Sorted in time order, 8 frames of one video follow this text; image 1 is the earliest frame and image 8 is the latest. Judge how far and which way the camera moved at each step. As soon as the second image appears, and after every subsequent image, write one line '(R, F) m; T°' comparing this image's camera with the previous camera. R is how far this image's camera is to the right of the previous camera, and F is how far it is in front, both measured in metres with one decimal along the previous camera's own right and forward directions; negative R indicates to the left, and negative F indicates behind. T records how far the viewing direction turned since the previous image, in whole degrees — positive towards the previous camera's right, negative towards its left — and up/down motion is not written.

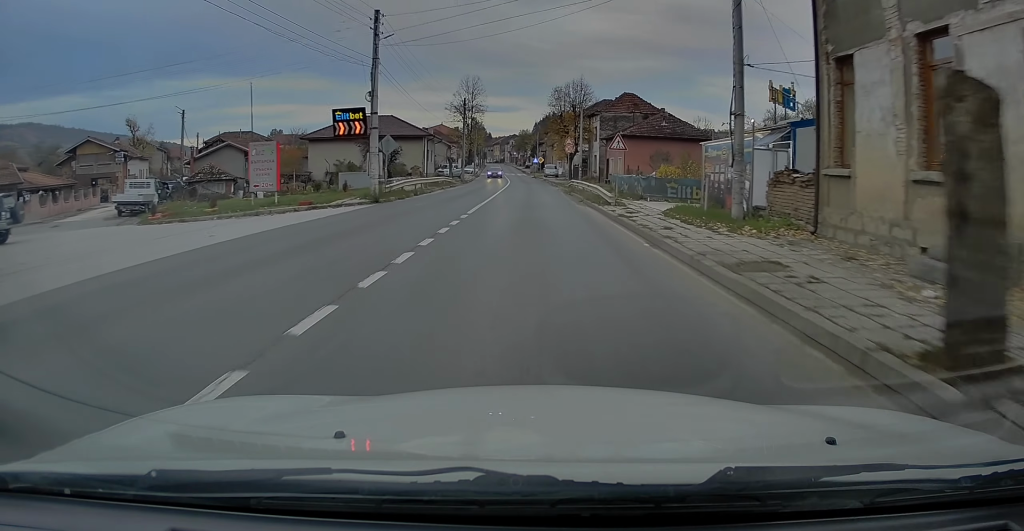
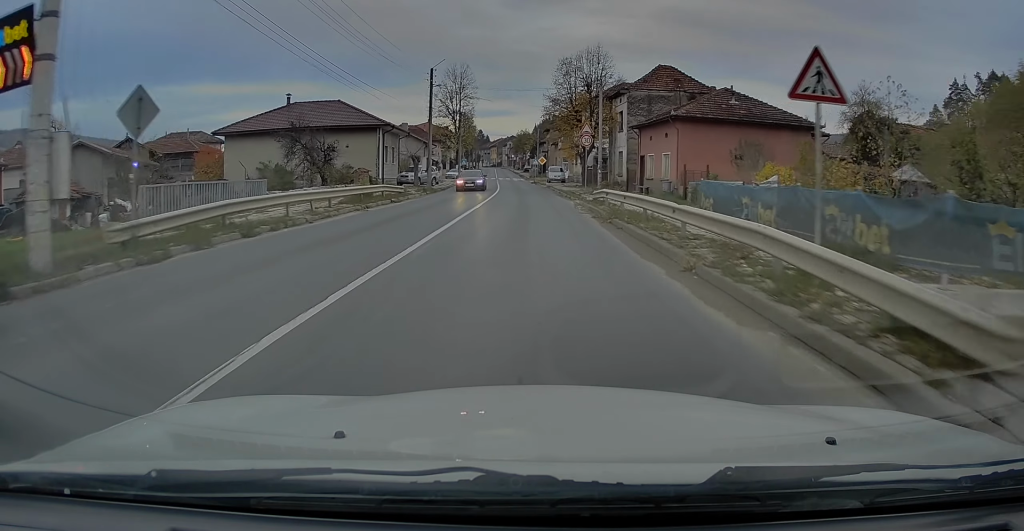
(+0.3, +21.2) m; 0°
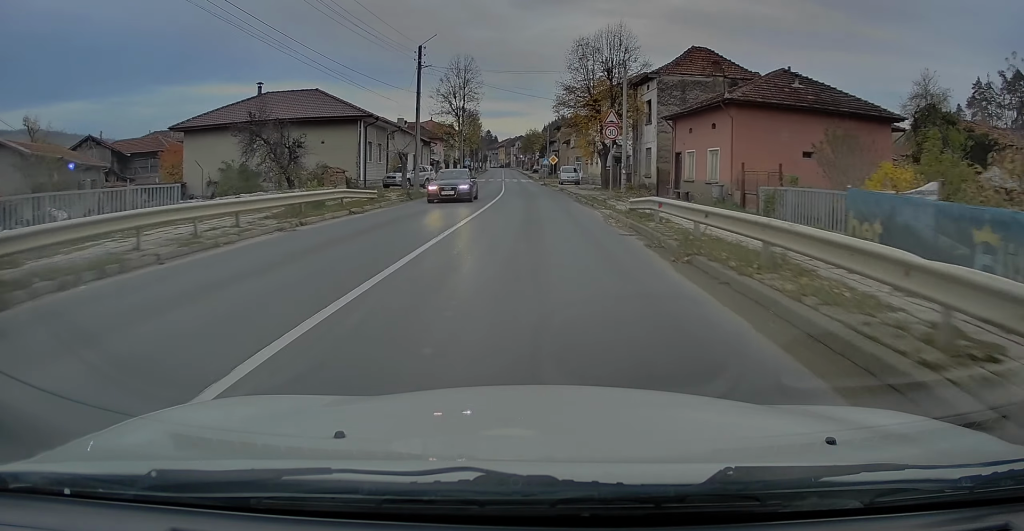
(-0.1, +8.4) m; 0°
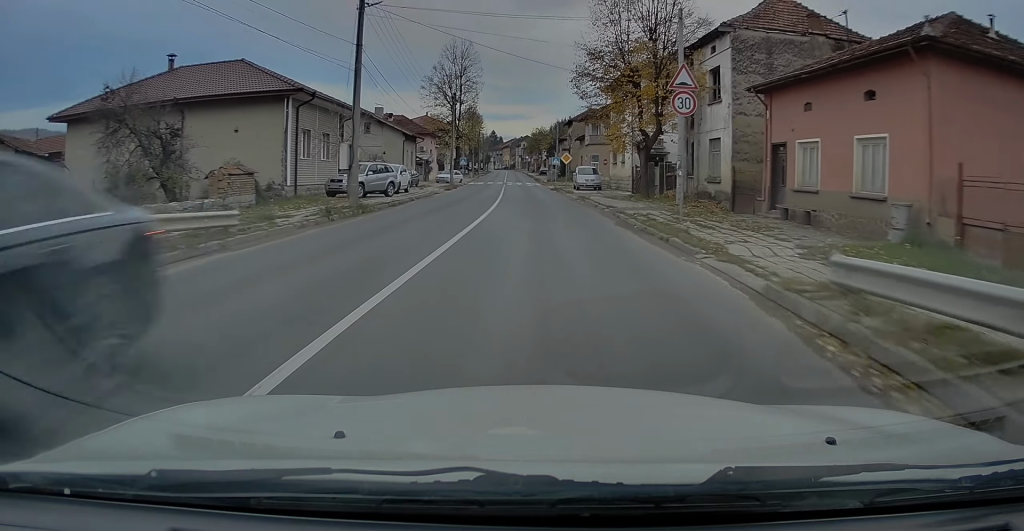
(+0.2, +14.0) m; 0°
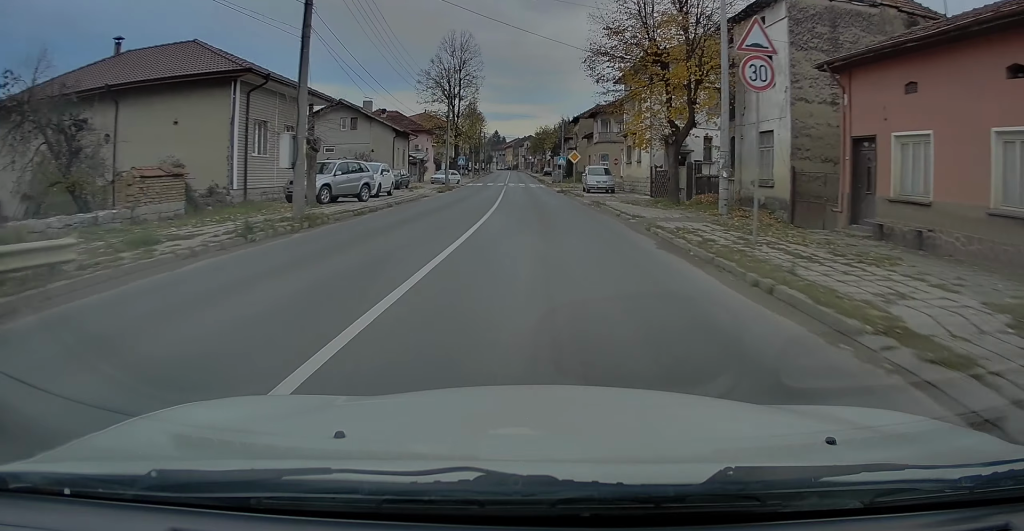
(-0.1, +5.7) m; -1°
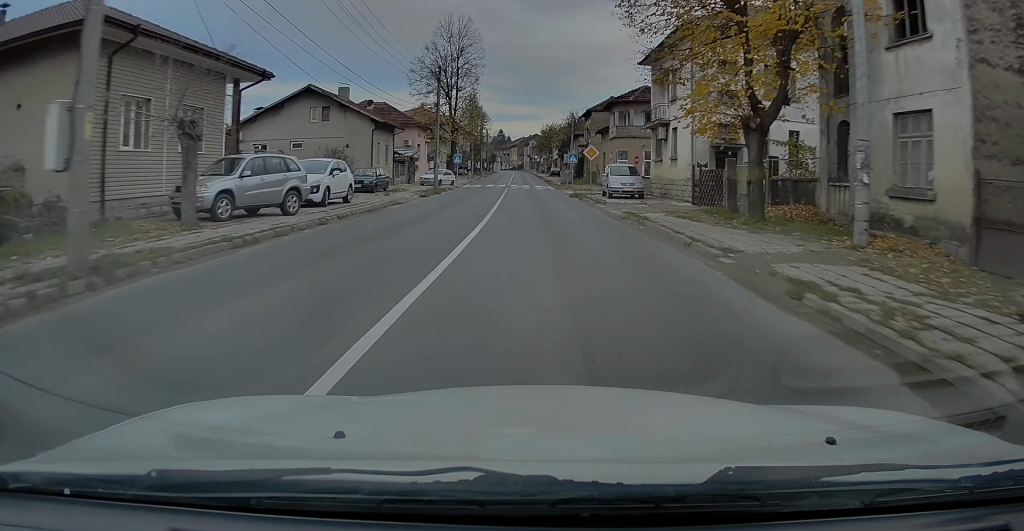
(-0.1, +8.8) m; -2°
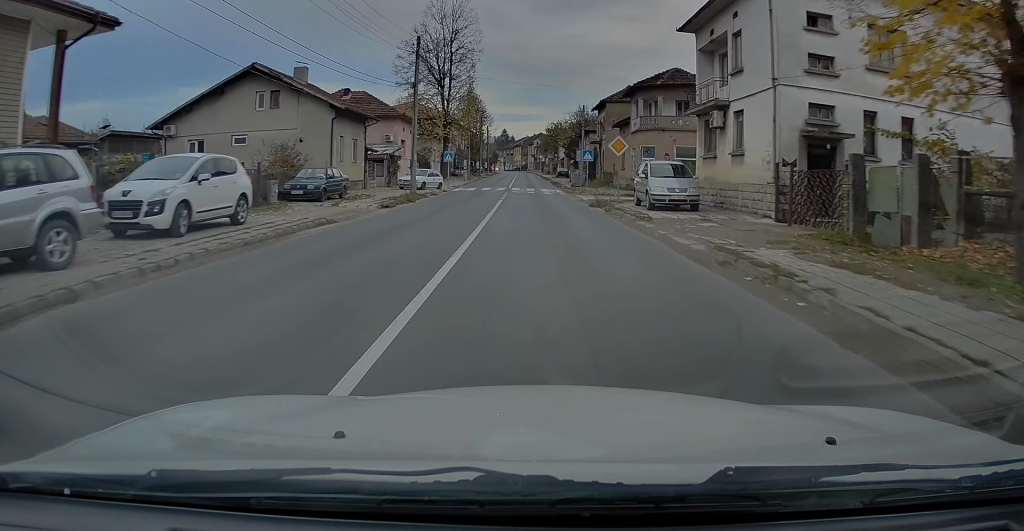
(-0.4, +9.8) m; 0°
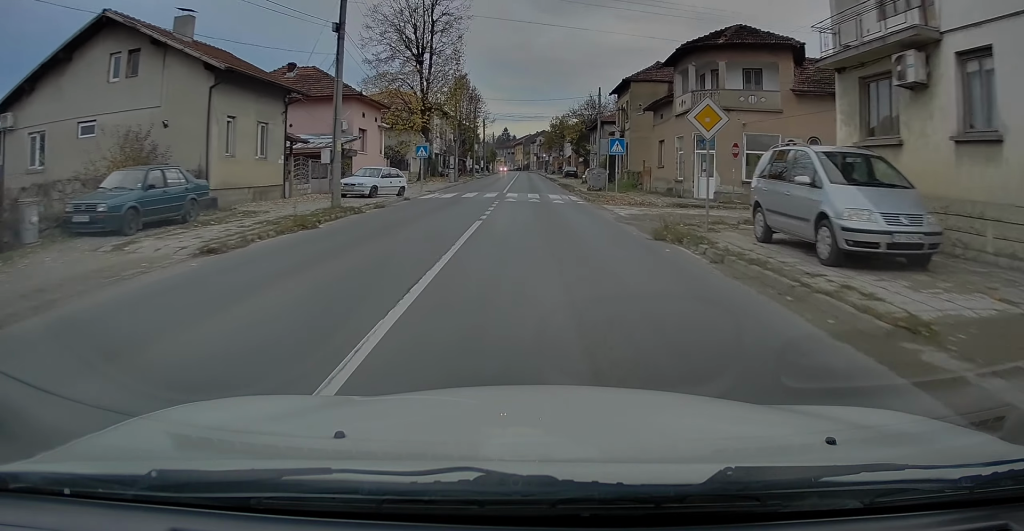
(+0.5, +13.5) m; +1°
